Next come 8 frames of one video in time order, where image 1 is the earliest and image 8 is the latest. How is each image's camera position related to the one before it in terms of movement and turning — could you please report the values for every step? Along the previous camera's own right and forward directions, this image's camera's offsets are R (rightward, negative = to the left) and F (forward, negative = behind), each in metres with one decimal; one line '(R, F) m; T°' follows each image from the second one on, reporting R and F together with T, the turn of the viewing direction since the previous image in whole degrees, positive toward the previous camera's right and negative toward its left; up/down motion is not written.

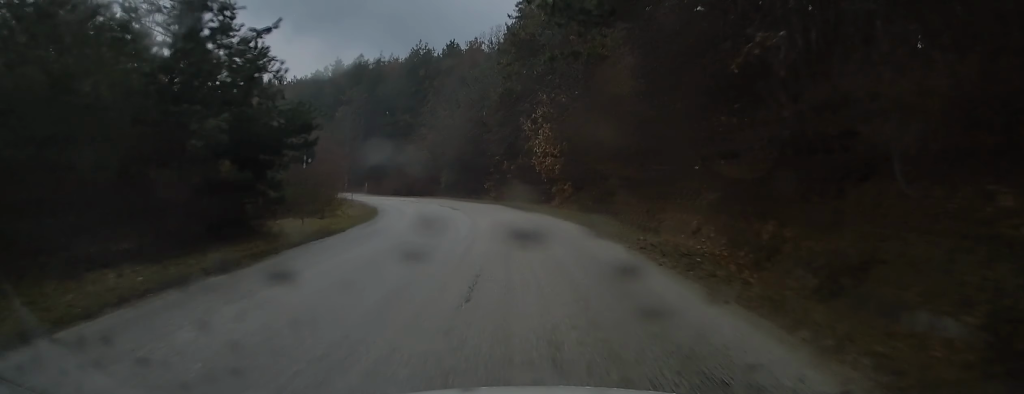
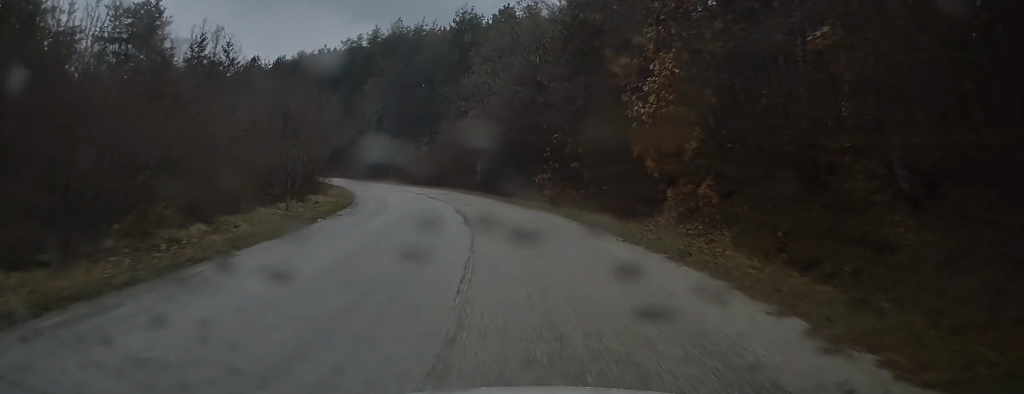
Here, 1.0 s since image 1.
(-0.3, +17.3) m; -3°
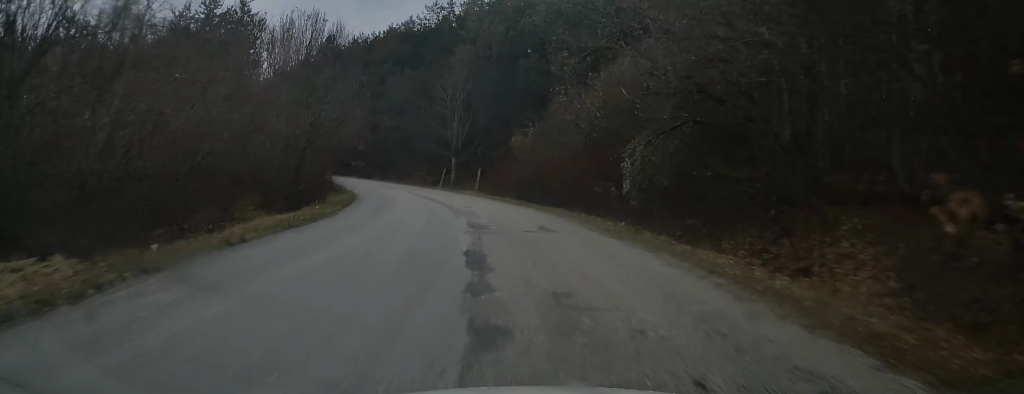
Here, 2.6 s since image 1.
(-1.7, +25.9) m; -9°
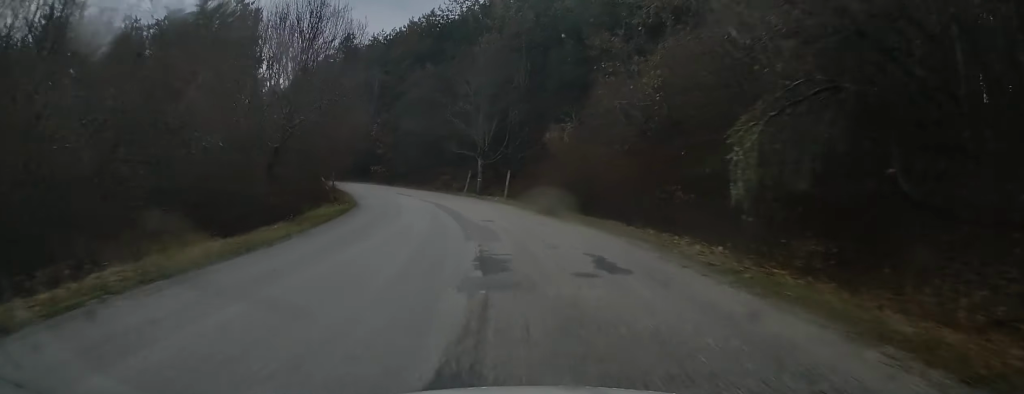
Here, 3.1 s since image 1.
(-0.4, +6.9) m; -3°
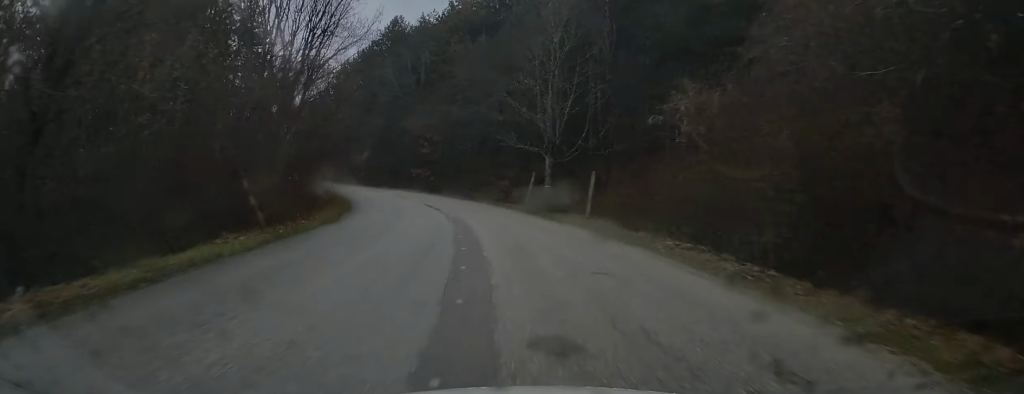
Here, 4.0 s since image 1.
(-0.8, +14.7) m; -6°
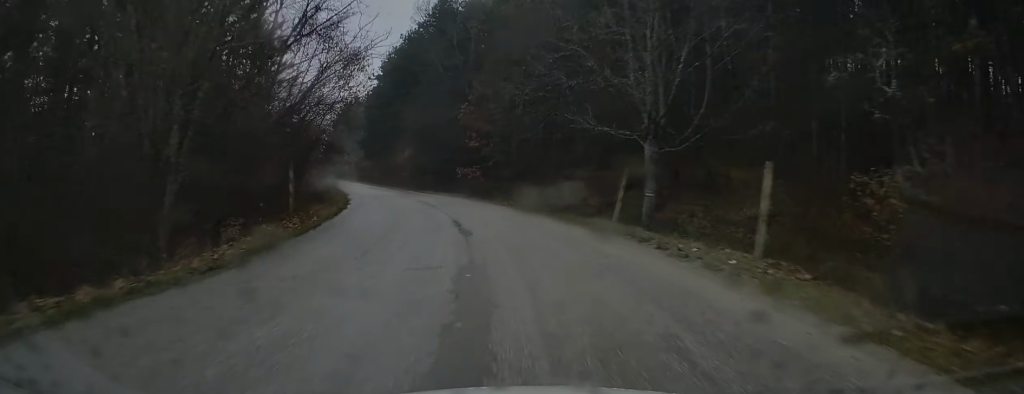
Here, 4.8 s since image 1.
(-0.5, +12.1) m; -5°
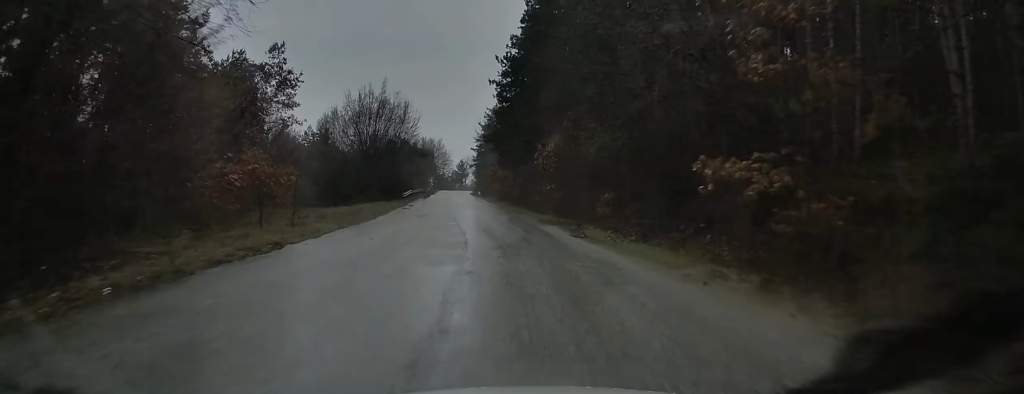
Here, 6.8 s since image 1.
(-3.8, +33.6) m; -11°
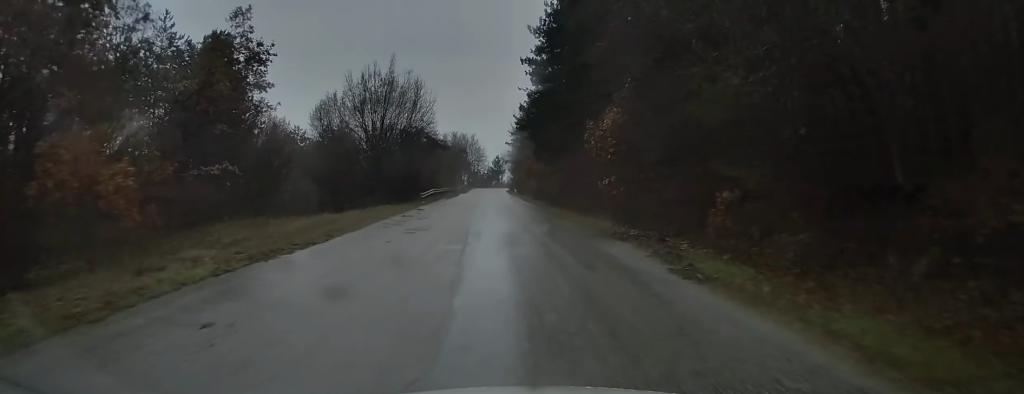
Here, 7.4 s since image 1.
(-0.1, +9.7) m; -2°
